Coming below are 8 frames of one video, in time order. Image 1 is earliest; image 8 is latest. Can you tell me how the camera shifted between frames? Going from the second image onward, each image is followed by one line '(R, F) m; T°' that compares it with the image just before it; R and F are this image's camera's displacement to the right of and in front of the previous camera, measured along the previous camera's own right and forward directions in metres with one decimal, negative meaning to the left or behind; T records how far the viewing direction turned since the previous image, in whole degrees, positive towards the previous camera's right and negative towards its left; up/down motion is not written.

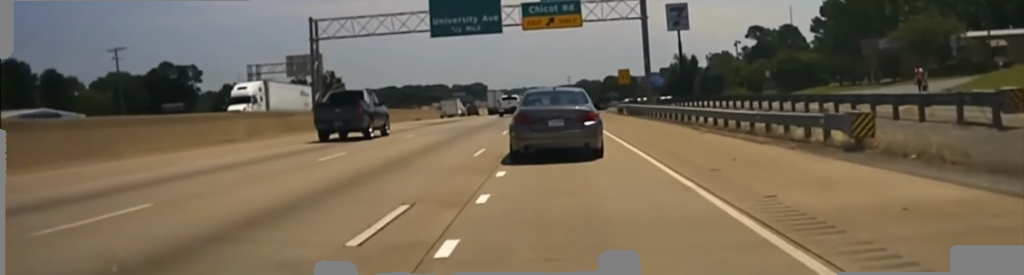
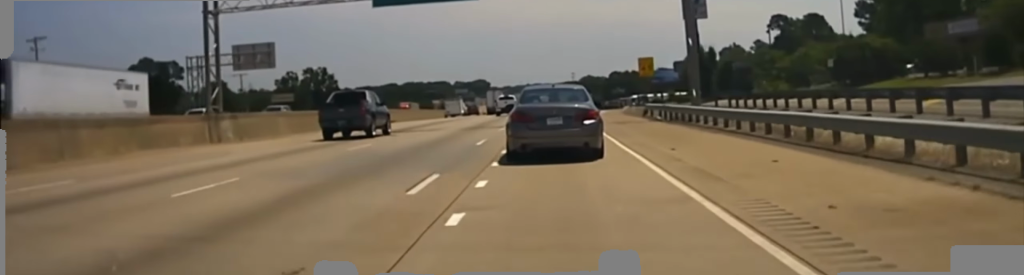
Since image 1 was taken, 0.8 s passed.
(-0.3, +20.3) m; 0°
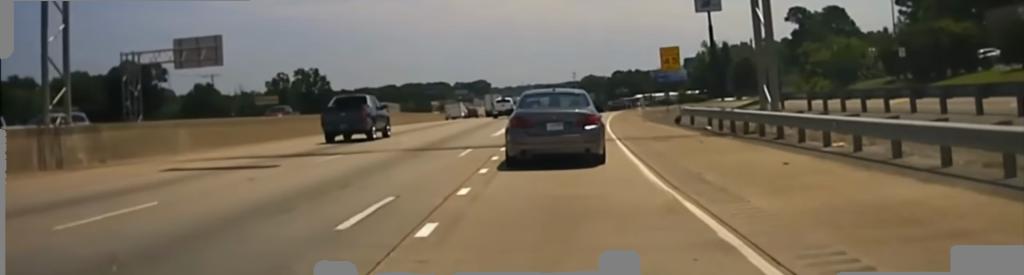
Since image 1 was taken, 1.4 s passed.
(+0.3, +14.5) m; 0°
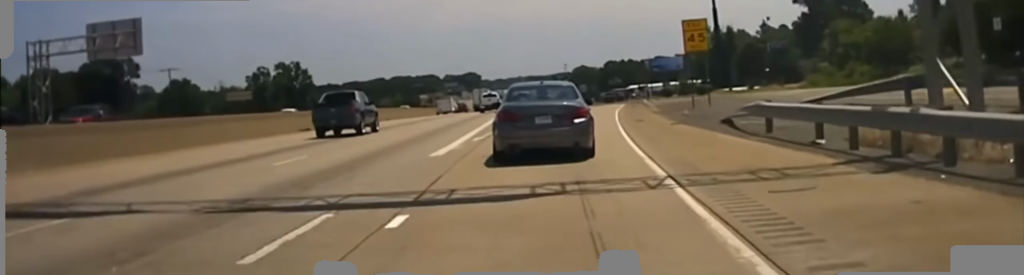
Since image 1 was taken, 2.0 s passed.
(+0.1, +14.1) m; 0°
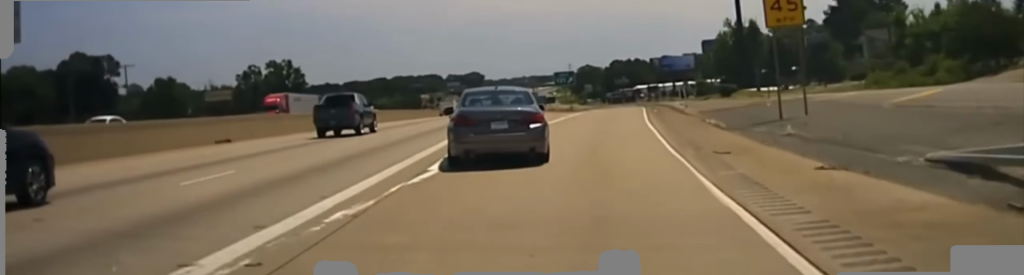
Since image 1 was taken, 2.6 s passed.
(-0.3, +16.2) m; 0°
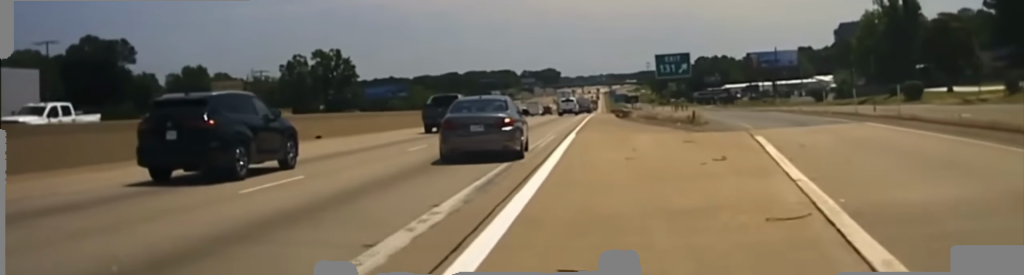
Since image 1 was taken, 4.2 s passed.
(-0.8, +40.3) m; -3°
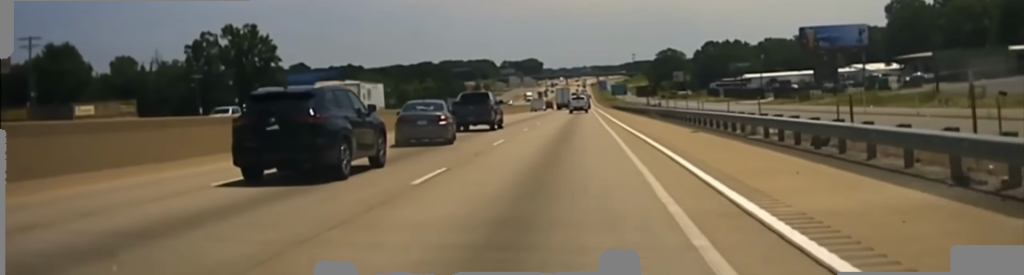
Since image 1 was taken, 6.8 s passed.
(+0.9, +79.9) m; +3°
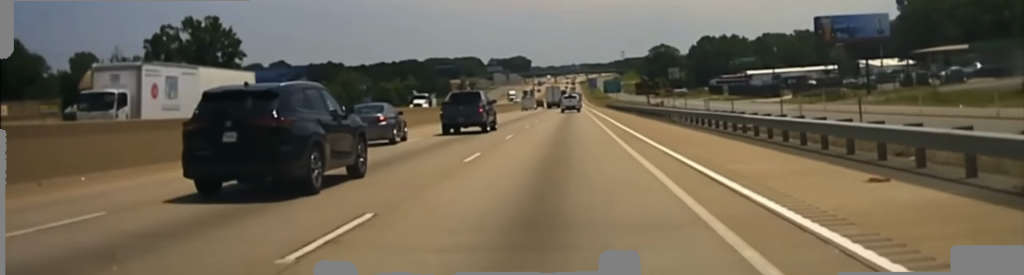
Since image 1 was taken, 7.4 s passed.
(0.0, +21.9) m; 0°
